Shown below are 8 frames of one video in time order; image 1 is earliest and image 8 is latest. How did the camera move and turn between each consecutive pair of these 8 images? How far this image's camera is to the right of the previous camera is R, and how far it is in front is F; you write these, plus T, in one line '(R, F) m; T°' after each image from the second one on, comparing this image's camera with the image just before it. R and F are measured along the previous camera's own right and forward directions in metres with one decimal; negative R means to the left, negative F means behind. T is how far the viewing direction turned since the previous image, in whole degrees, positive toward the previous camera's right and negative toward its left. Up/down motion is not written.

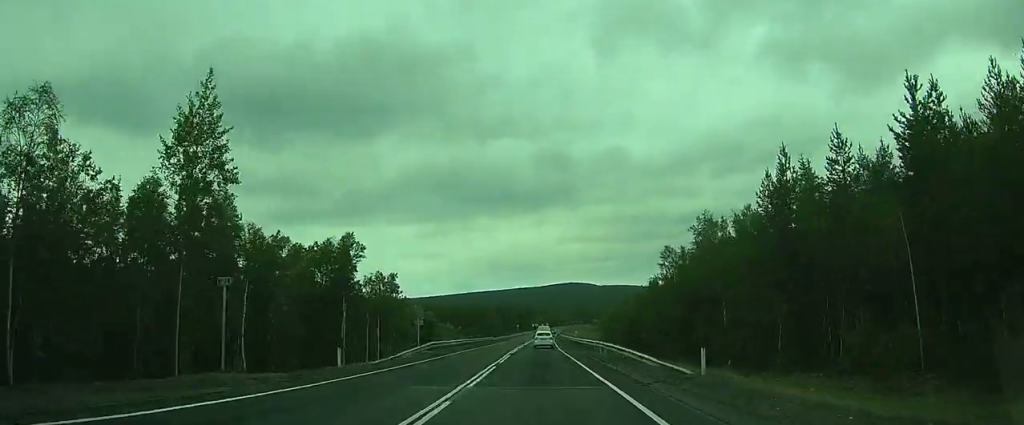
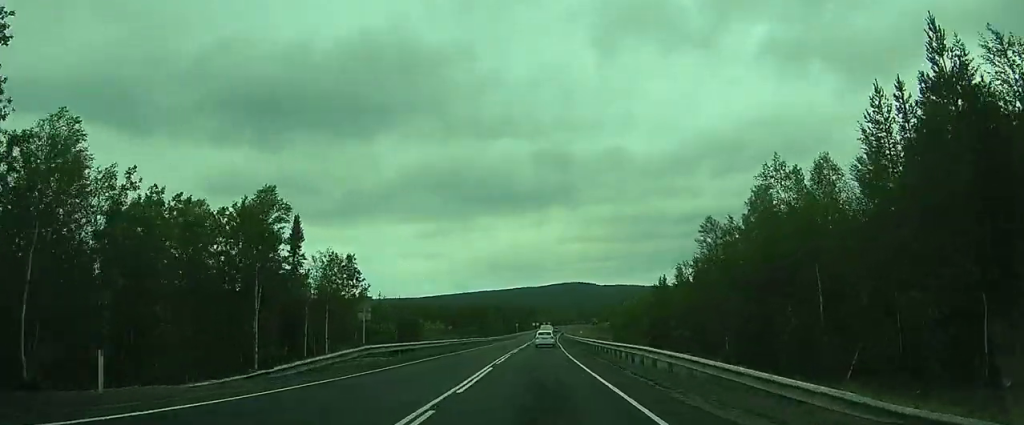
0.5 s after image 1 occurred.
(-0.1, +12.9) m; 0°
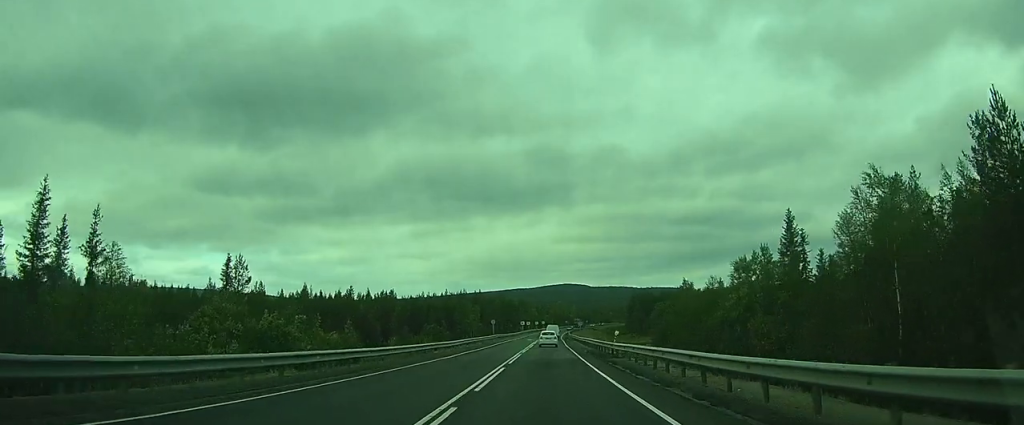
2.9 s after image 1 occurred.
(+0.9, +58.9) m; +2°
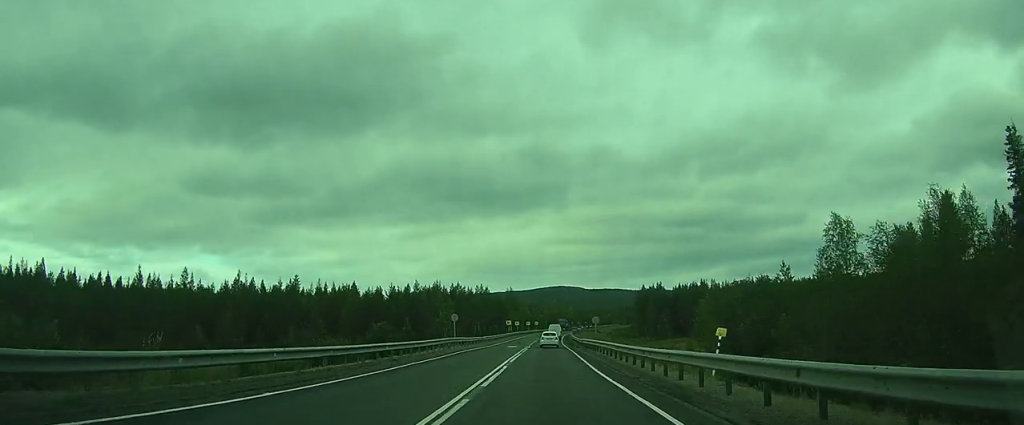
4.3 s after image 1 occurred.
(+0.1, +34.8) m; +1°
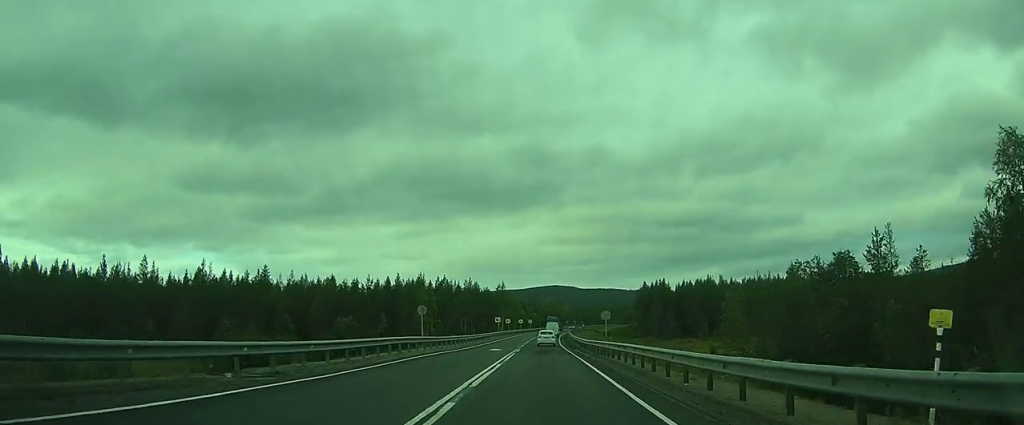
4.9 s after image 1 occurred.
(0.0, +13.3) m; +1°
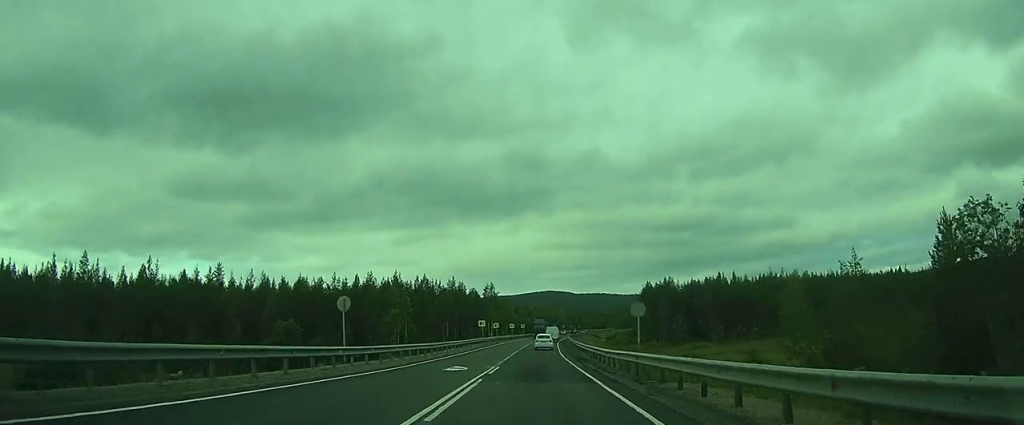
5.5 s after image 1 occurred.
(+0.2, +16.6) m; +1°
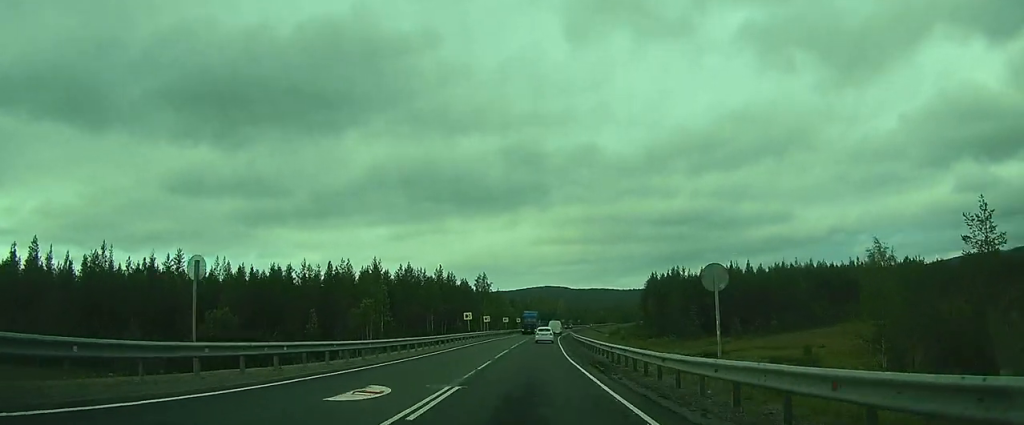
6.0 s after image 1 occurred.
(+0.1, +12.5) m; +1°
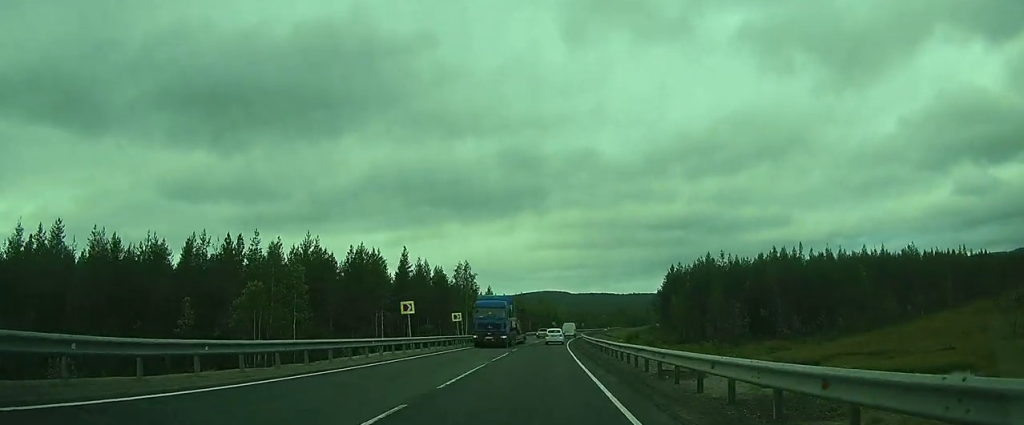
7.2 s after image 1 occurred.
(+0.3, +28.4) m; +1°
